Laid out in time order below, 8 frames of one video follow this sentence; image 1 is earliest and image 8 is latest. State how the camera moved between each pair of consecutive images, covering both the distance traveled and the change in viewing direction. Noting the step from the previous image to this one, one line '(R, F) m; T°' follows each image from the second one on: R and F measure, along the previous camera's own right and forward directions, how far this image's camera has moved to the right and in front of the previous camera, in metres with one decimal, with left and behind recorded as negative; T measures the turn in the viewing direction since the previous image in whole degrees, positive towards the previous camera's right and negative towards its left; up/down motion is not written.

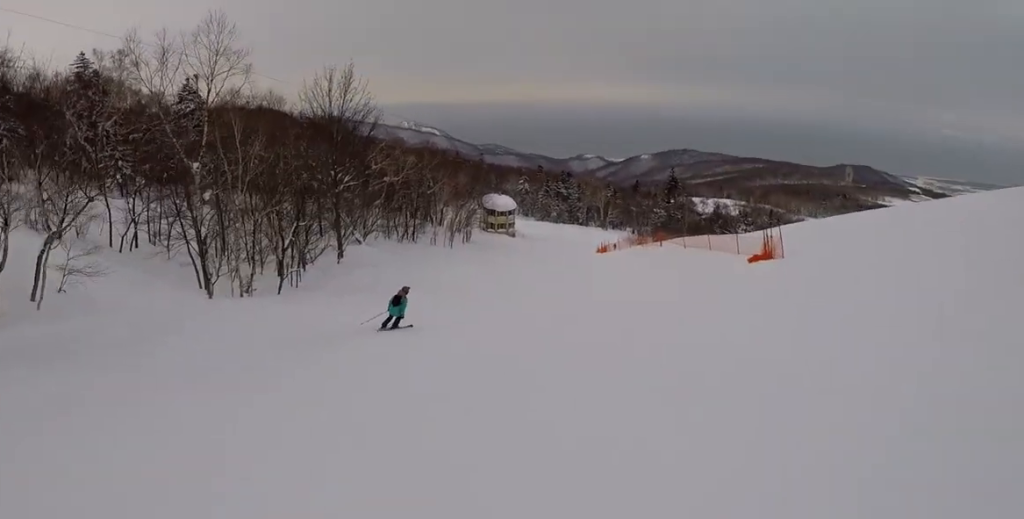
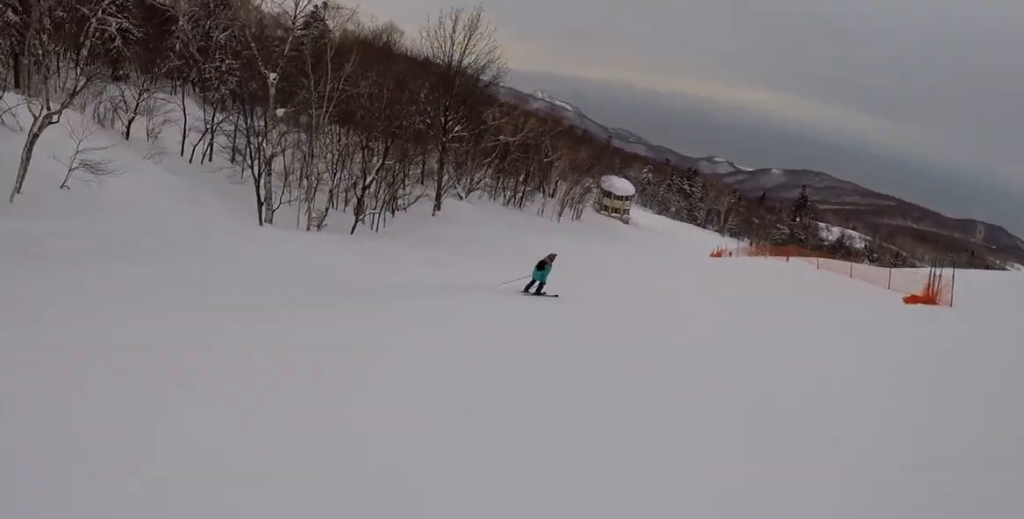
(0.0, +4.8) m; -2°
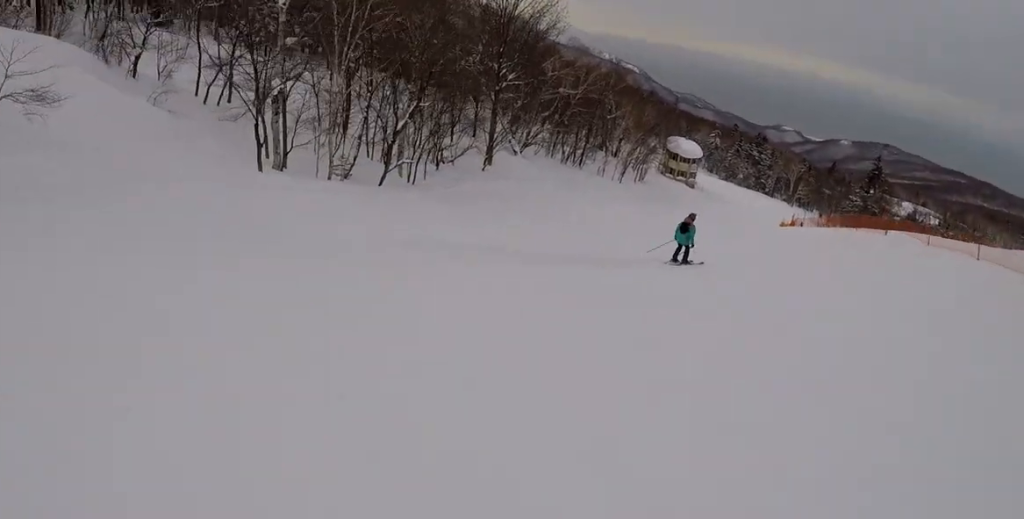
(+0.2, +4.8) m; -2°
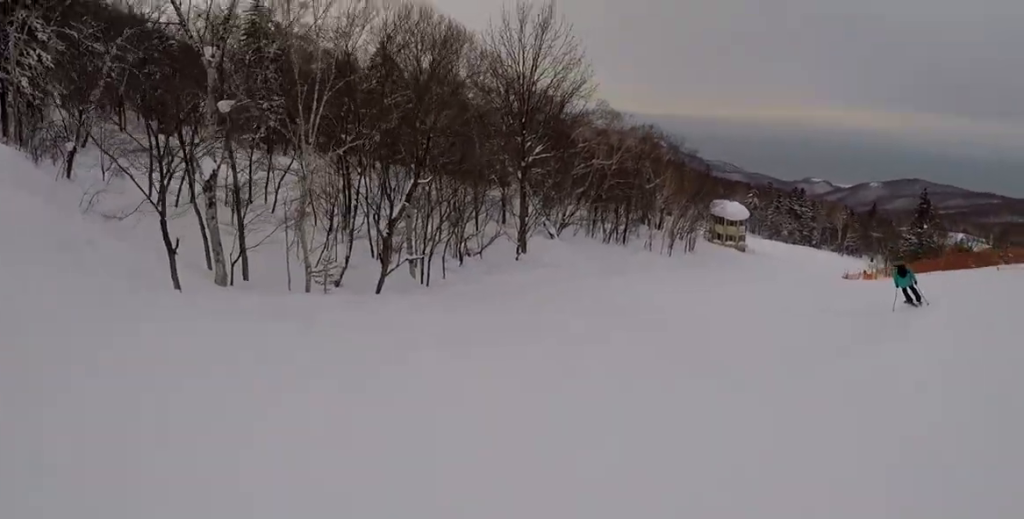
(-0.7, +8.4) m; -3°
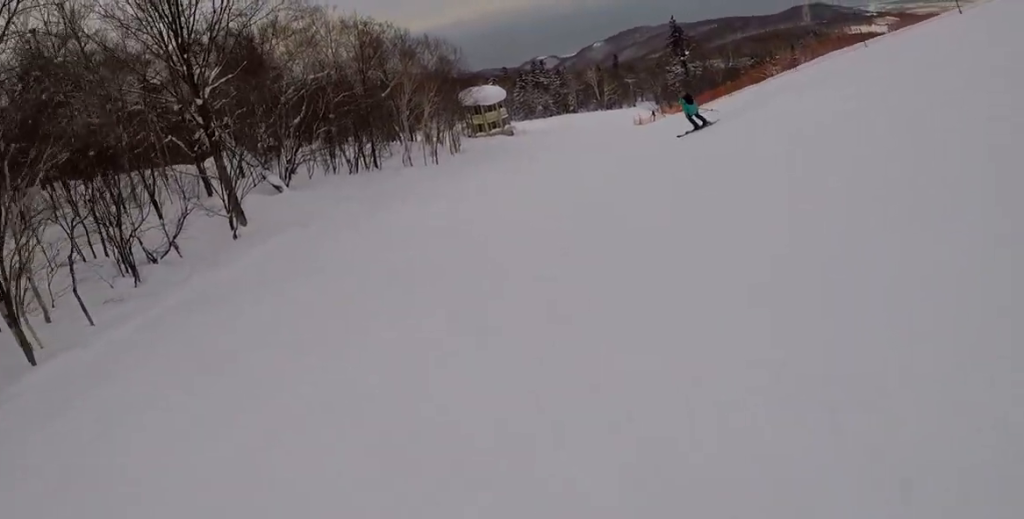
(-0.1, +15.7) m; +4°
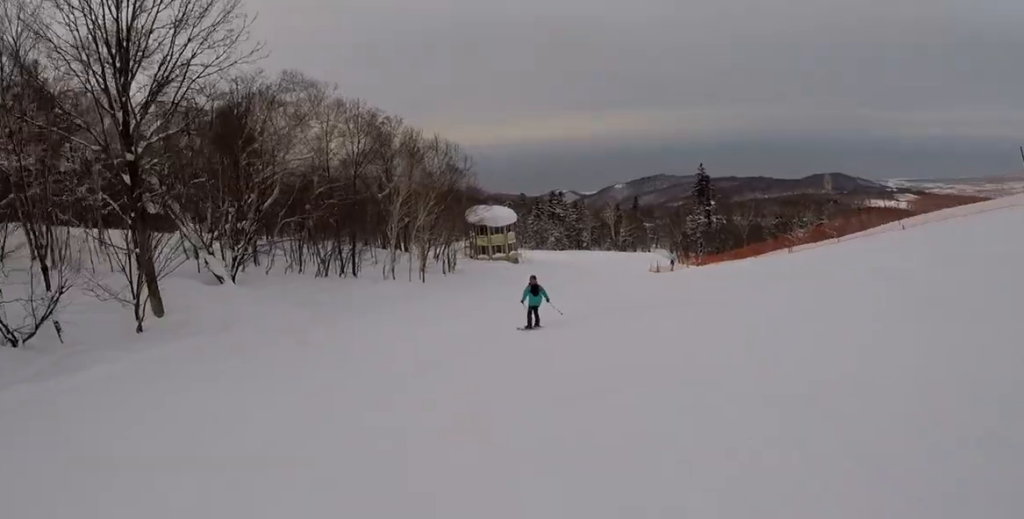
(+0.6, +8.4) m; +2°
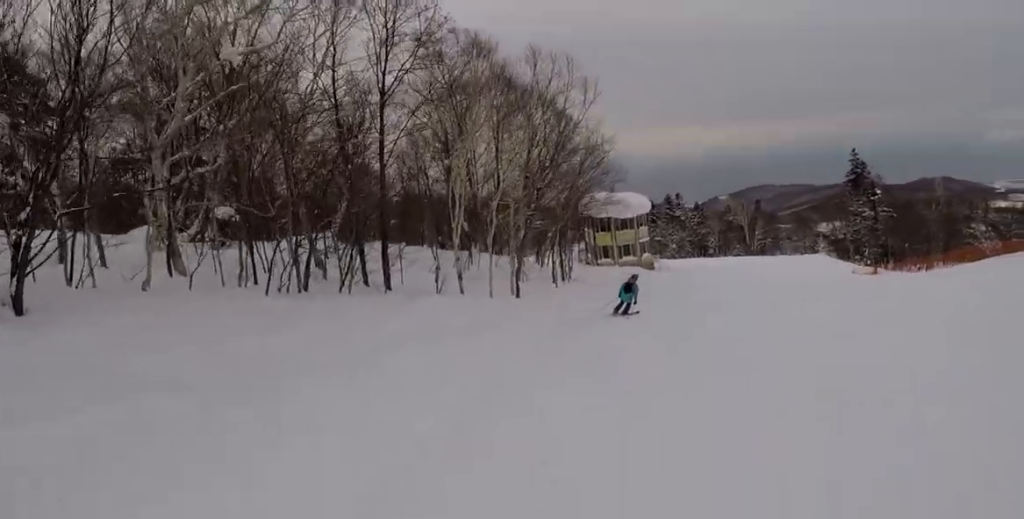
(-1.5, +25.2) m; -2°
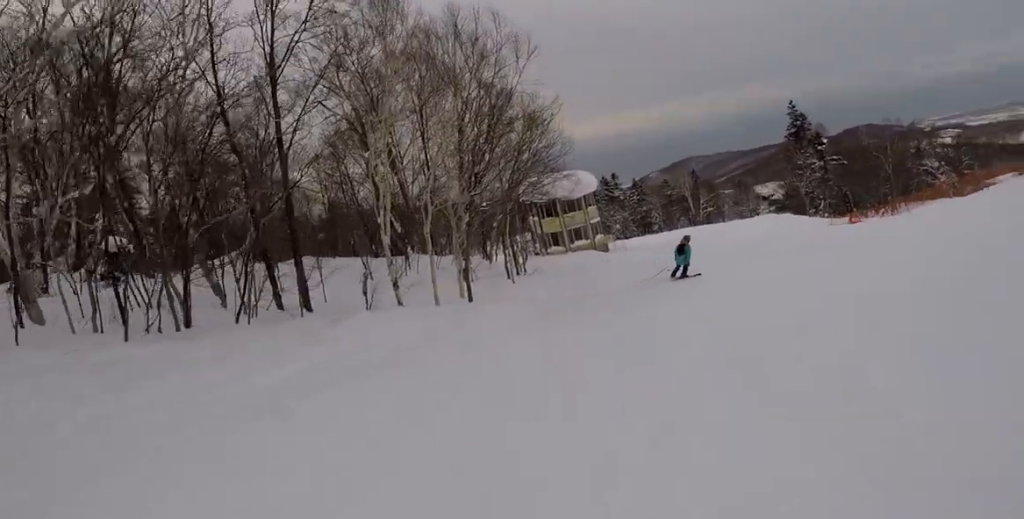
(+0.5, +5.3) m; +8°
